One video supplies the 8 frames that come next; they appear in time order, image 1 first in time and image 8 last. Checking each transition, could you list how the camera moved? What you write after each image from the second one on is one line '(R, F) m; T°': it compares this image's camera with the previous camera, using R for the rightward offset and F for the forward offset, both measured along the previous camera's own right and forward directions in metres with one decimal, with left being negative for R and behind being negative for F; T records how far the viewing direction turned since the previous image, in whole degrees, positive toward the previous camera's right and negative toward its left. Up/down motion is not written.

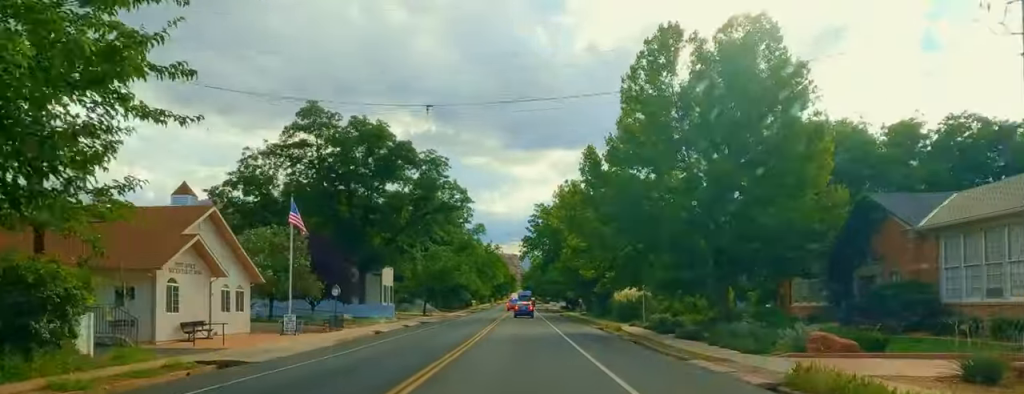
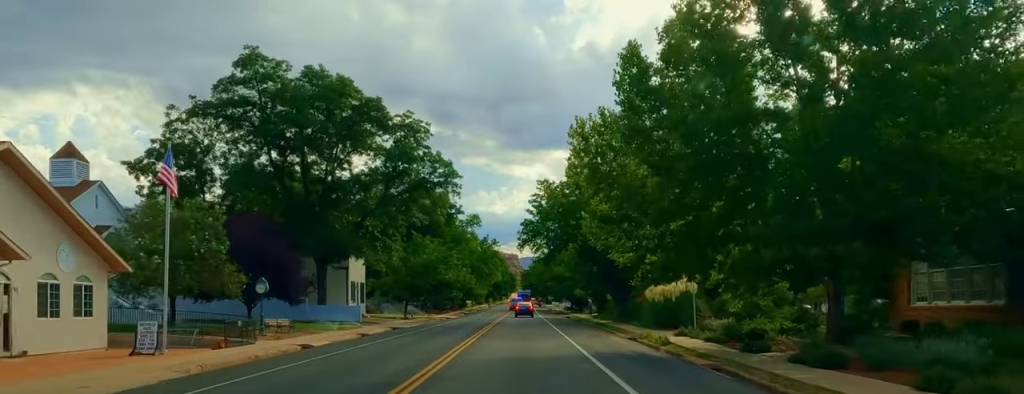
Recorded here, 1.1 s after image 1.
(0.0, +13.8) m; -1°
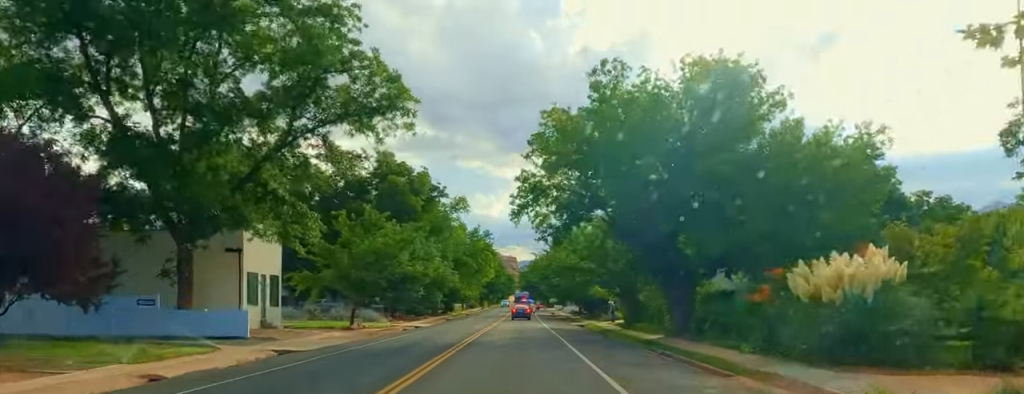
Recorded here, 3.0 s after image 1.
(-0.2, +21.7) m; -3°
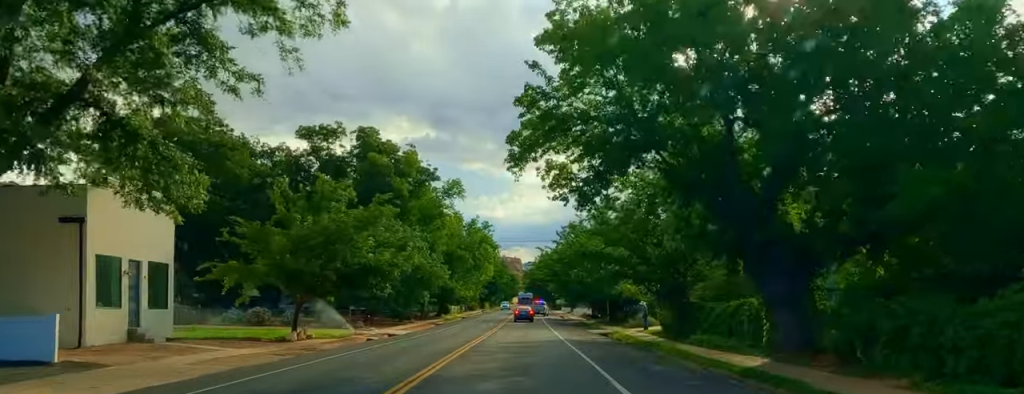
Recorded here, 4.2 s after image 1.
(-0.9, +13.8) m; 0°
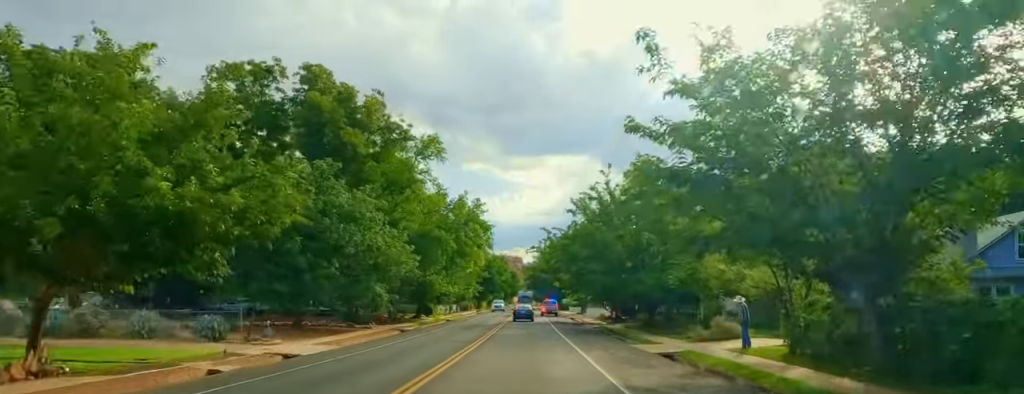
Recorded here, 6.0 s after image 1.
(+0.8, +20.4) m; +3°
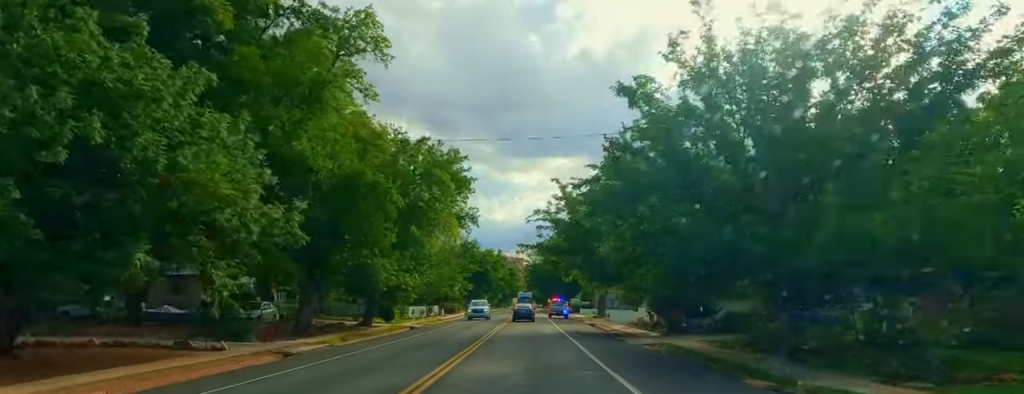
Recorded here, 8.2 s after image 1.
(+0.4, +25.1) m; -2°
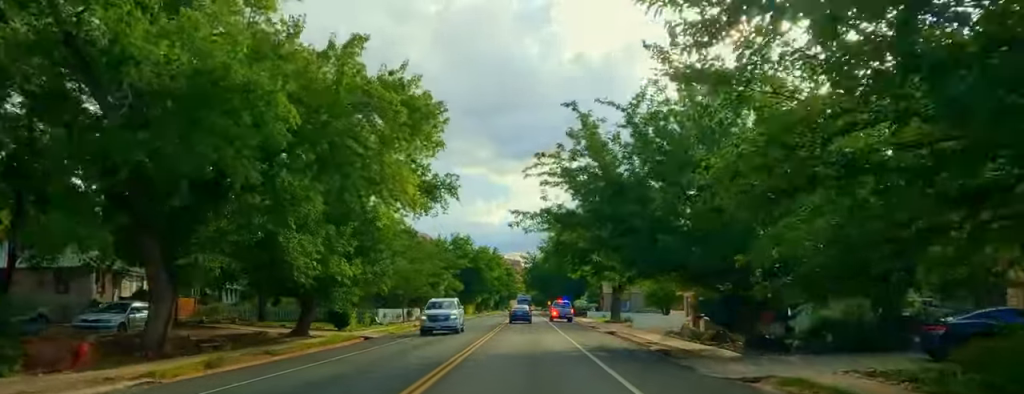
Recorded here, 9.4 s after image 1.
(-0.6, +14.9) m; -1°
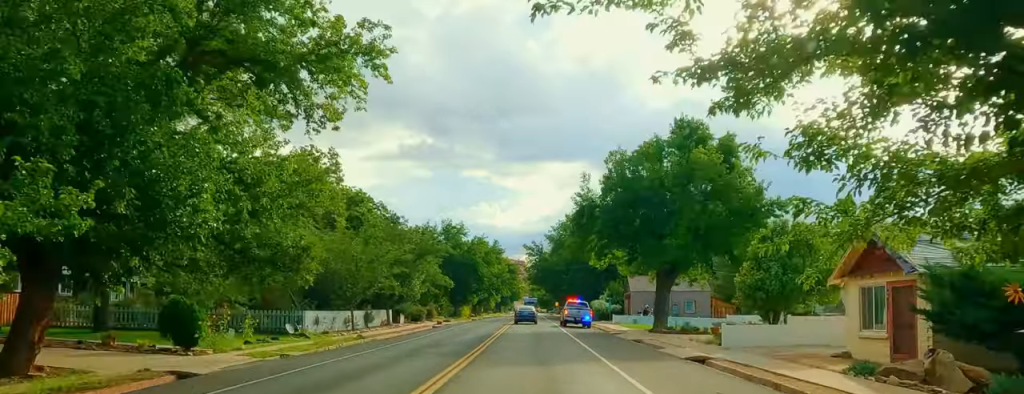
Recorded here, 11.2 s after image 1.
(-0.2, +21.6) m; +1°
